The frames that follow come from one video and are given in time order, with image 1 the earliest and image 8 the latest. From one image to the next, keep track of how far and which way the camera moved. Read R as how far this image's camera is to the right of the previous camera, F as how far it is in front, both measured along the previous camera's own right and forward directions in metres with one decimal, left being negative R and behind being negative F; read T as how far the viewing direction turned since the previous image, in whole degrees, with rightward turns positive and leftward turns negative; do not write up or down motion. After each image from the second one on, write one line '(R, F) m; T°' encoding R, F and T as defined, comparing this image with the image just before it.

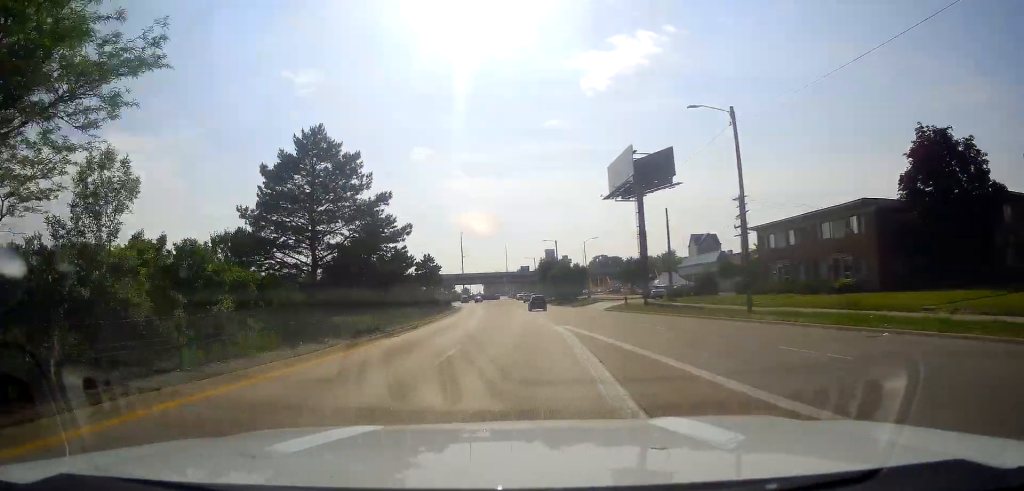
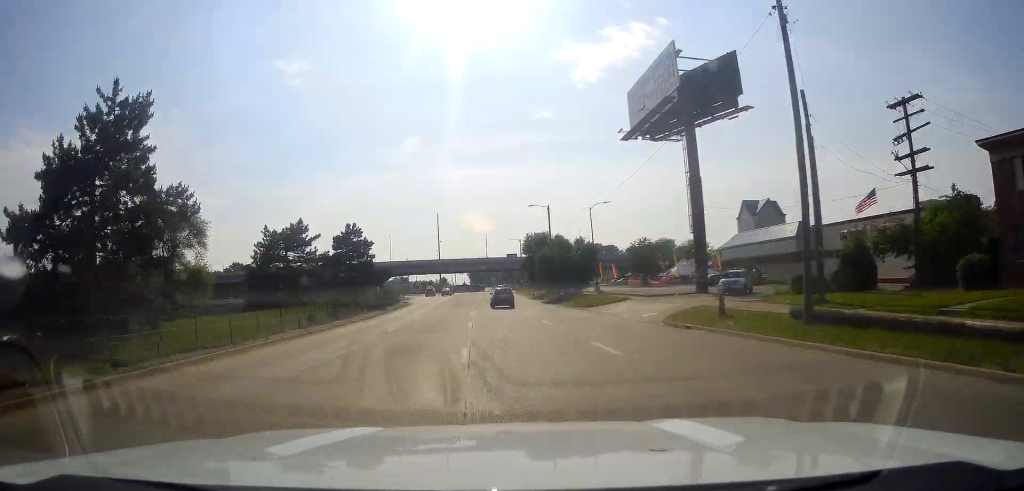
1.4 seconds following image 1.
(+0.5, +32.7) m; +1°
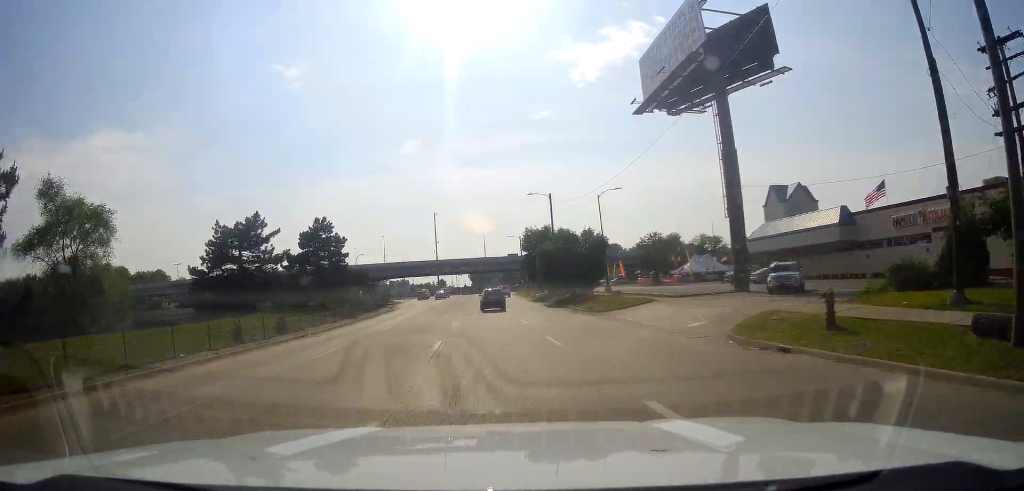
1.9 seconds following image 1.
(-0.2, +9.3) m; 0°
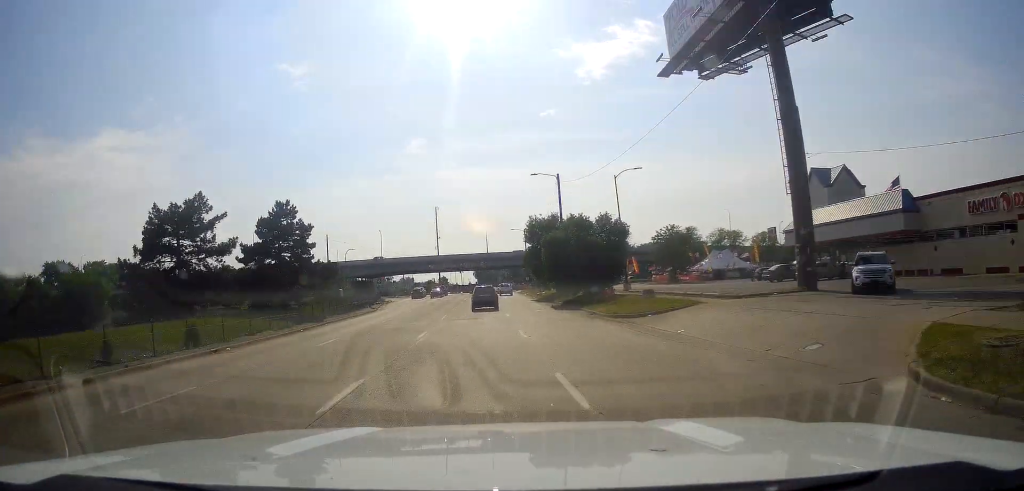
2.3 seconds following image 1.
(+0.1, +9.4) m; 0°
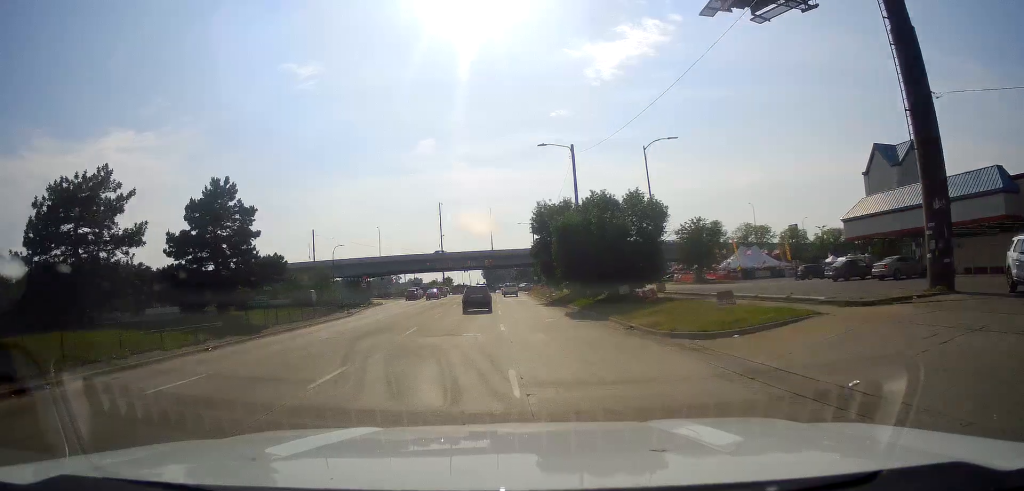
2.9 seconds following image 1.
(+0.4, +10.8) m; -1°
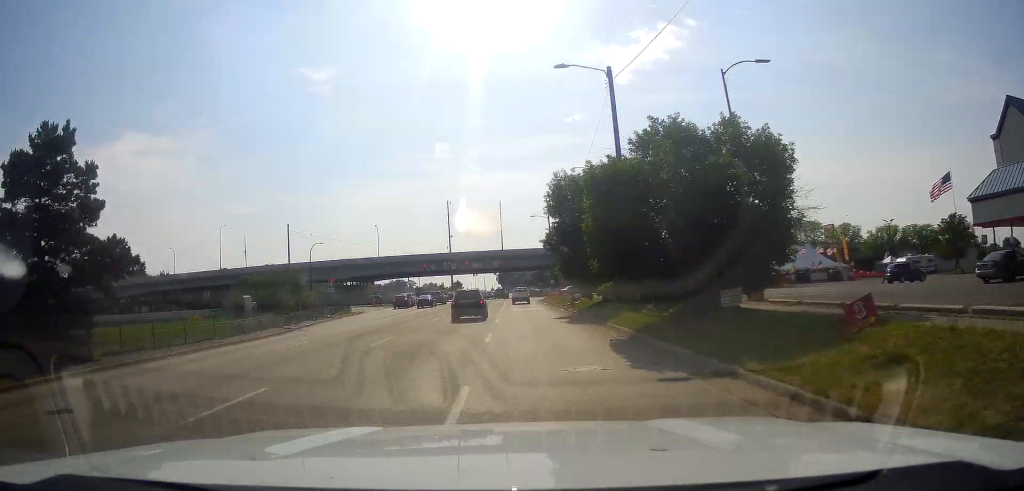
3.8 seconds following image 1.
(-0.6, +15.3) m; -3°
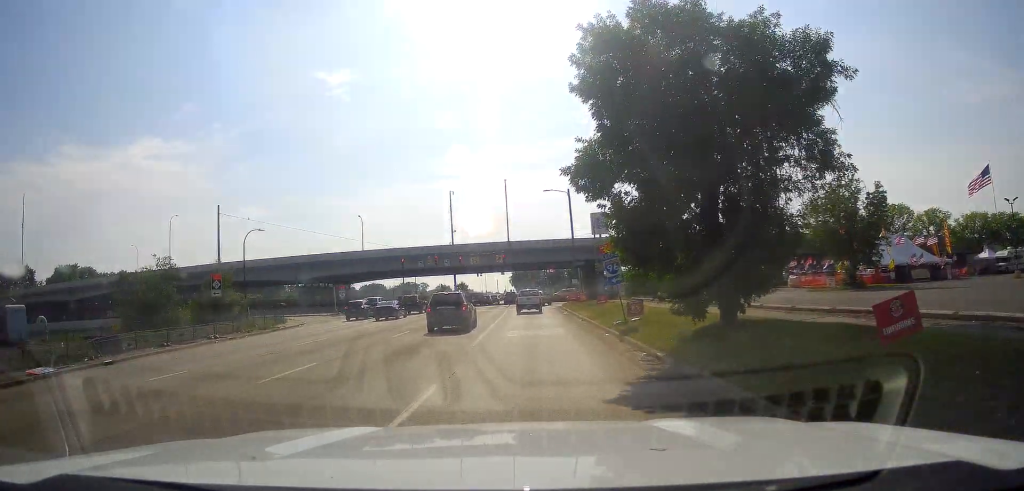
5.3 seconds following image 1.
(-0.6, +21.7) m; -3°
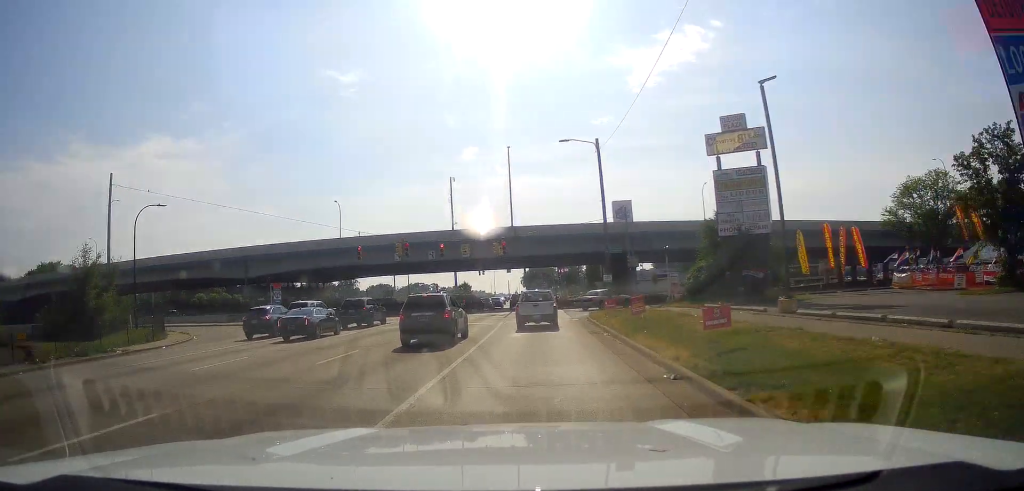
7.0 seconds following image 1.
(0.0, +18.8) m; +2°
